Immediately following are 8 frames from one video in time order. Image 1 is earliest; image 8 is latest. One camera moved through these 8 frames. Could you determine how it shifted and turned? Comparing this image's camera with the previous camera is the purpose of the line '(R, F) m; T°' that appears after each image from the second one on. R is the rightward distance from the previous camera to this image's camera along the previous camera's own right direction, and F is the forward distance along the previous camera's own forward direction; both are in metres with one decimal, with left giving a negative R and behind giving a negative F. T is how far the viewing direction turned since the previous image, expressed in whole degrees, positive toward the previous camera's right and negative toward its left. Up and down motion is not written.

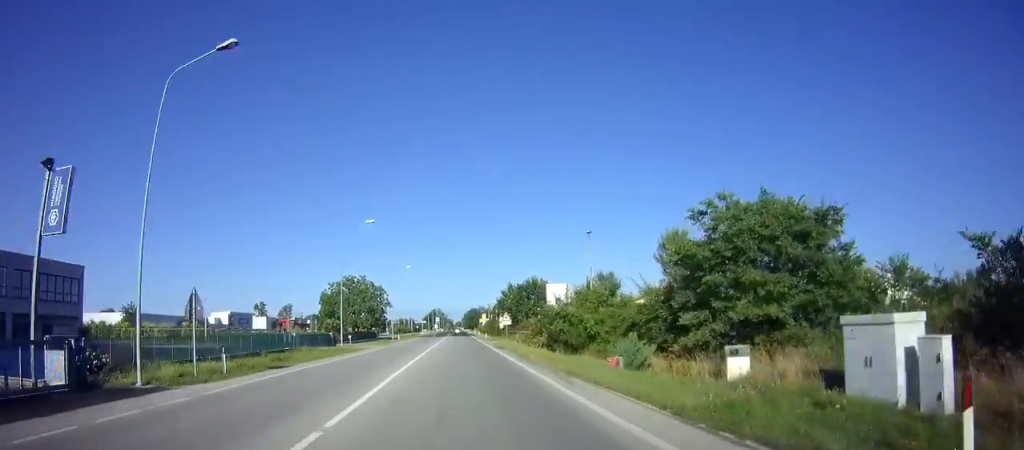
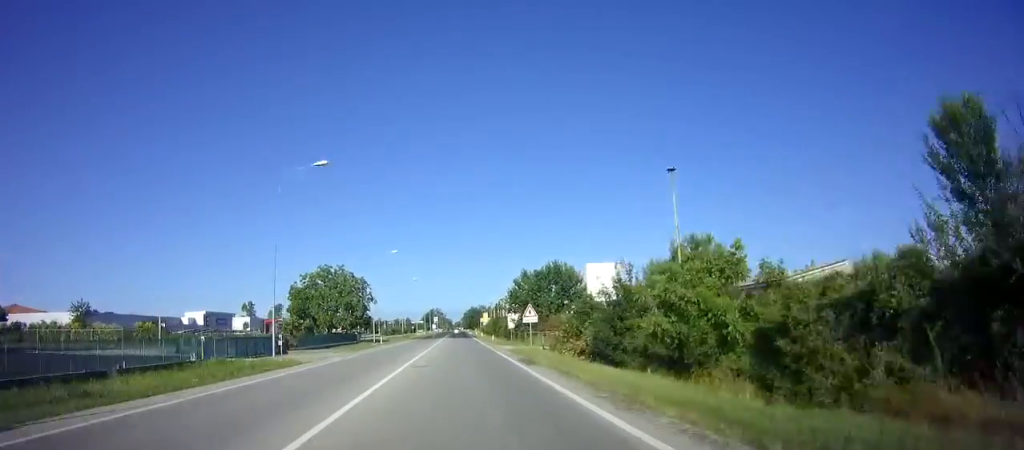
(0.0, +15.4) m; 0°
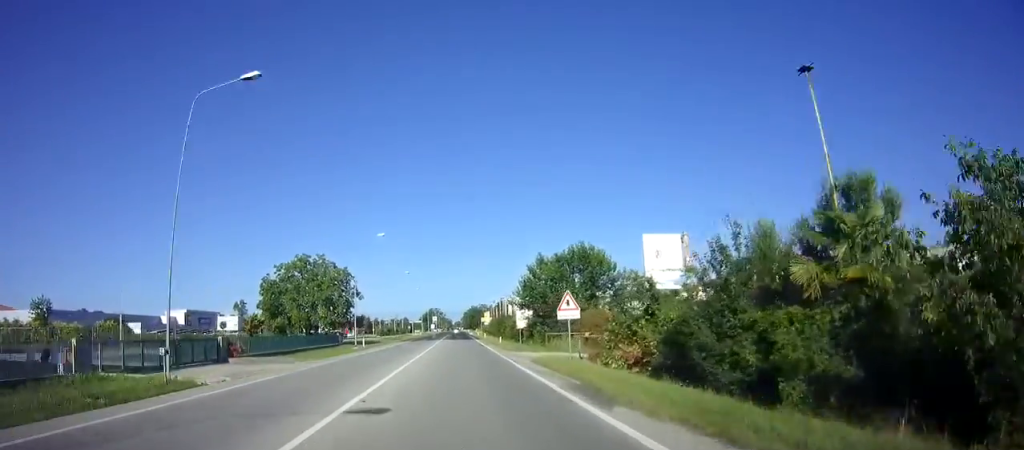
(+0.1, +10.3) m; +1°
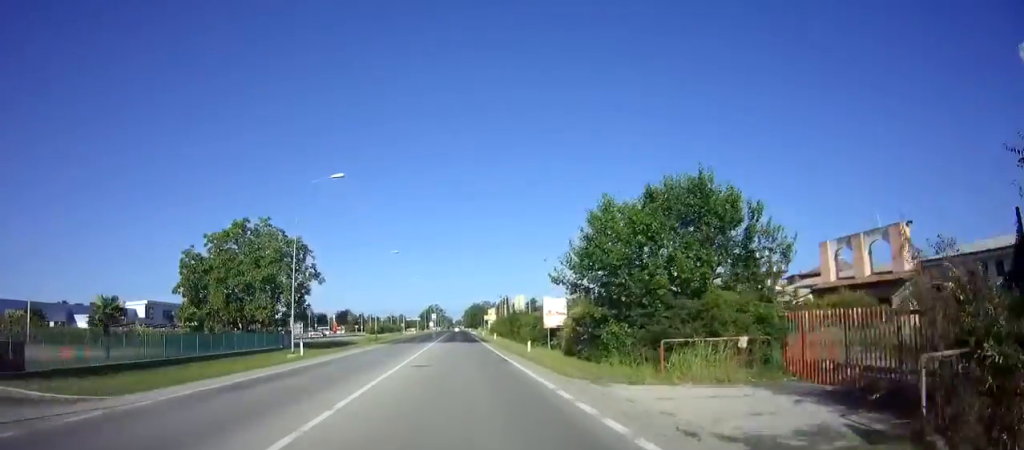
(+0.1, +18.4) m; 0°
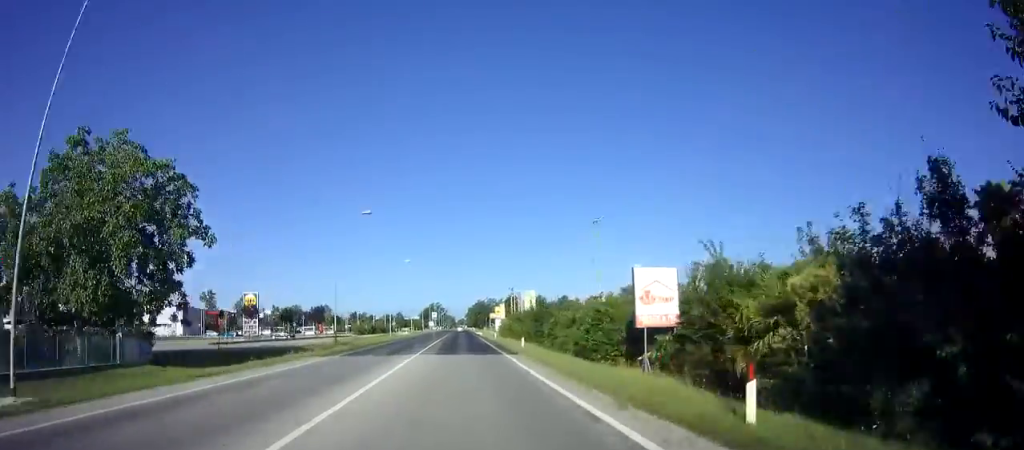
(-0.2, +20.6) m; 0°
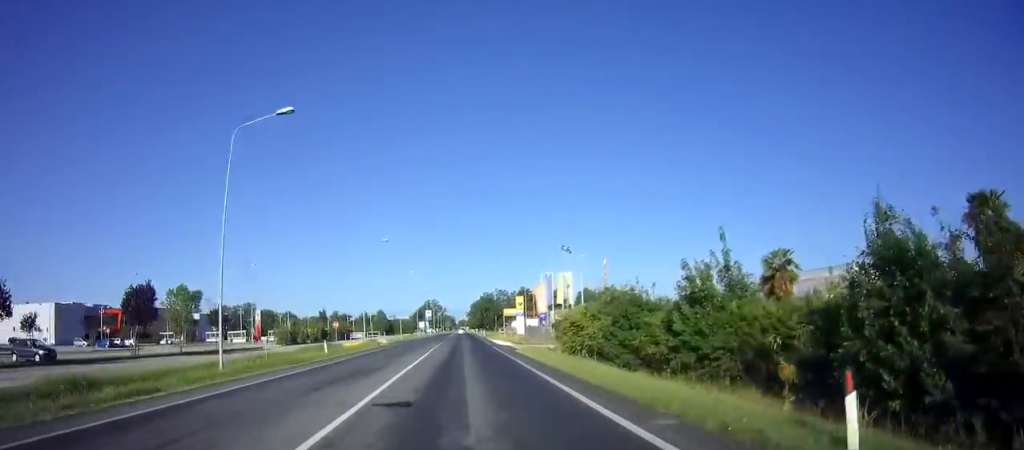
(-0.1, +51.2) m; -1°
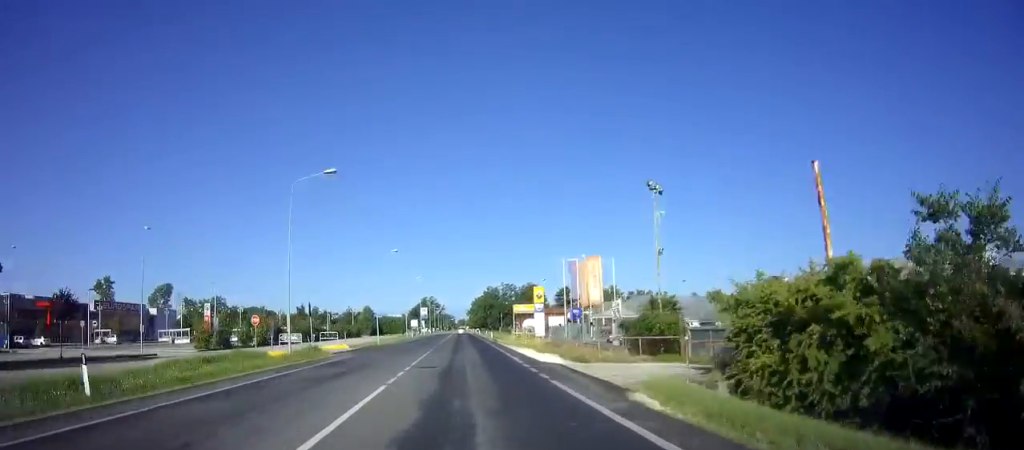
(0.0, +22.3) m; +1°
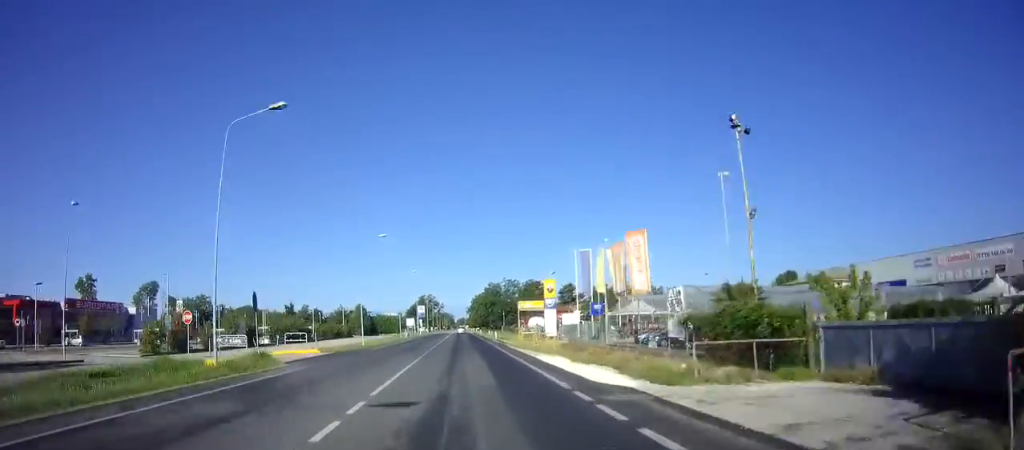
(+0.1, +8.9) m; 0°
